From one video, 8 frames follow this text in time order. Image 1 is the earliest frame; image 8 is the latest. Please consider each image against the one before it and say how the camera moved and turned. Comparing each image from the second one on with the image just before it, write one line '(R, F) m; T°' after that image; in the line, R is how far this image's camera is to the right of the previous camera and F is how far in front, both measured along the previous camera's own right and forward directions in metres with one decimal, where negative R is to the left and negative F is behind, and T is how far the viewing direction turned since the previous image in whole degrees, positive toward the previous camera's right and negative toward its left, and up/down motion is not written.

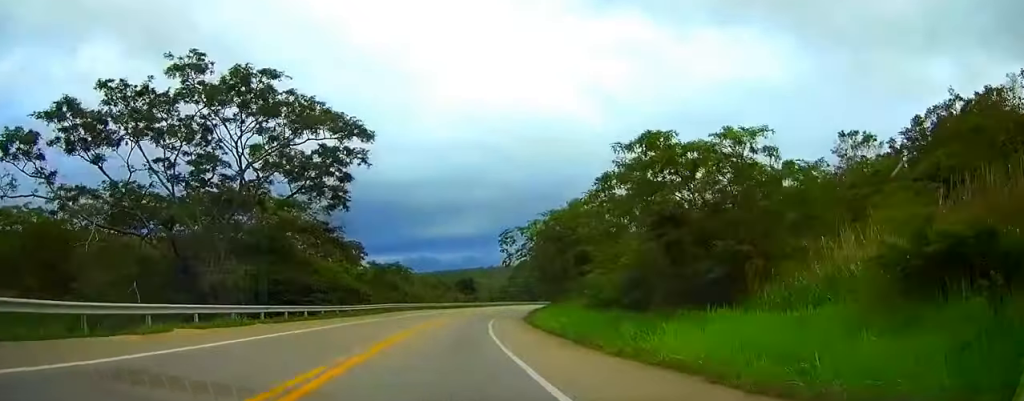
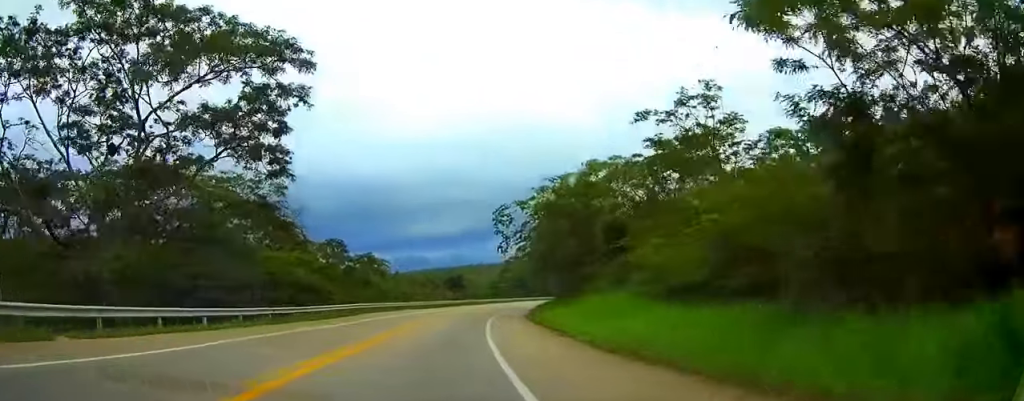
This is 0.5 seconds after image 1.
(+0.1, +14.4) m; +1°
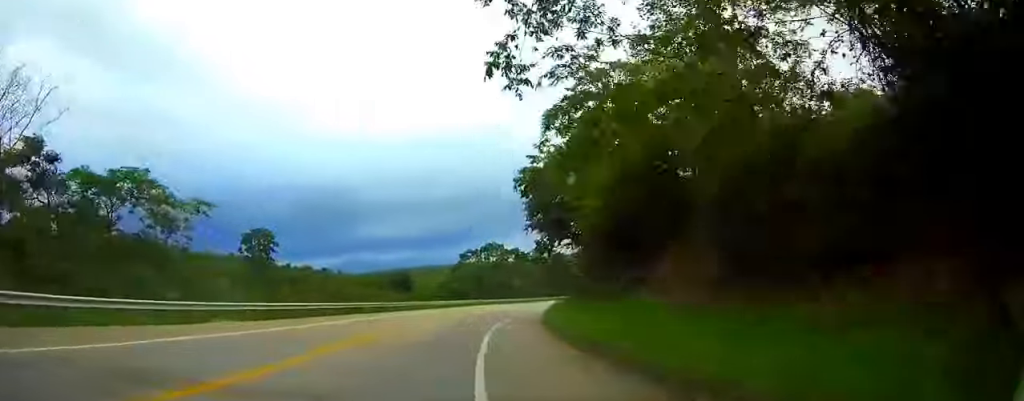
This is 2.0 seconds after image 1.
(+1.7, +43.6) m; +5°
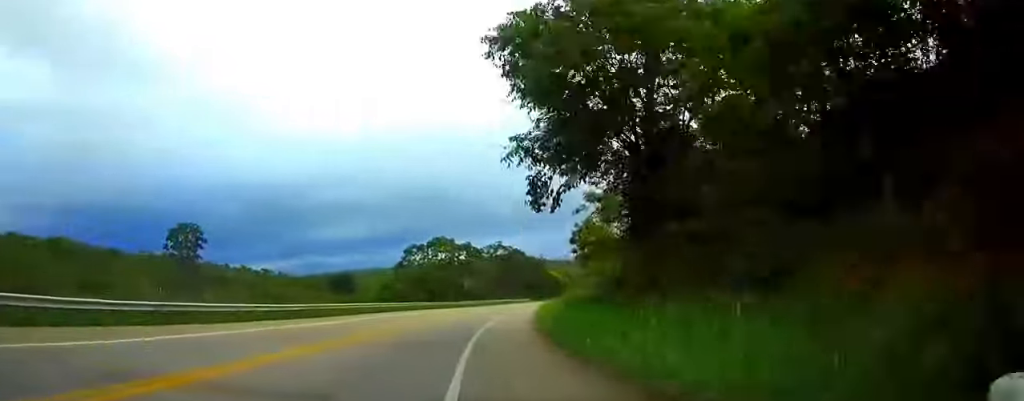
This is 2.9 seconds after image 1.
(+0.8, +24.7) m; +3°
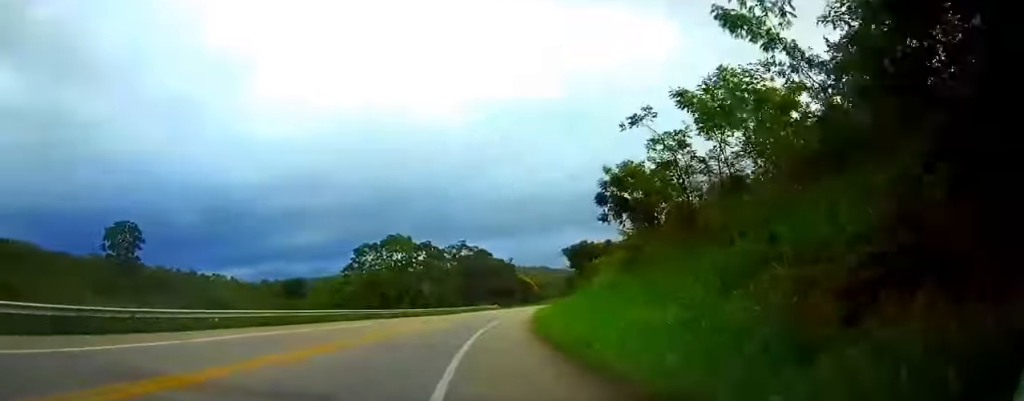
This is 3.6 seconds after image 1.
(+0.5, +21.0) m; +3°
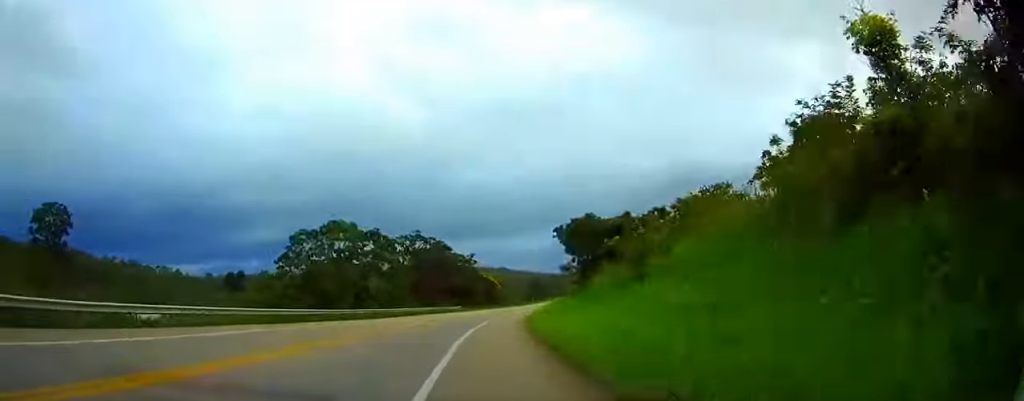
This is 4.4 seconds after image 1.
(+0.5, +22.2) m; +3°
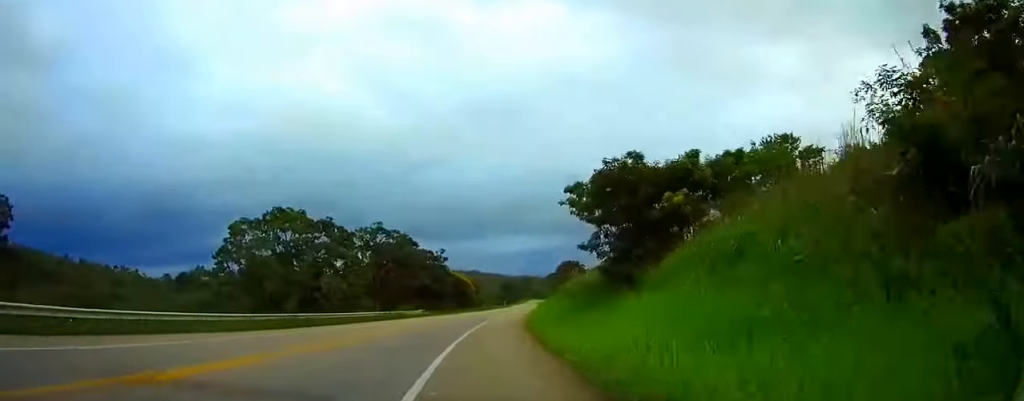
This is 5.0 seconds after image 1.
(+0.6, +18.5) m; +2°
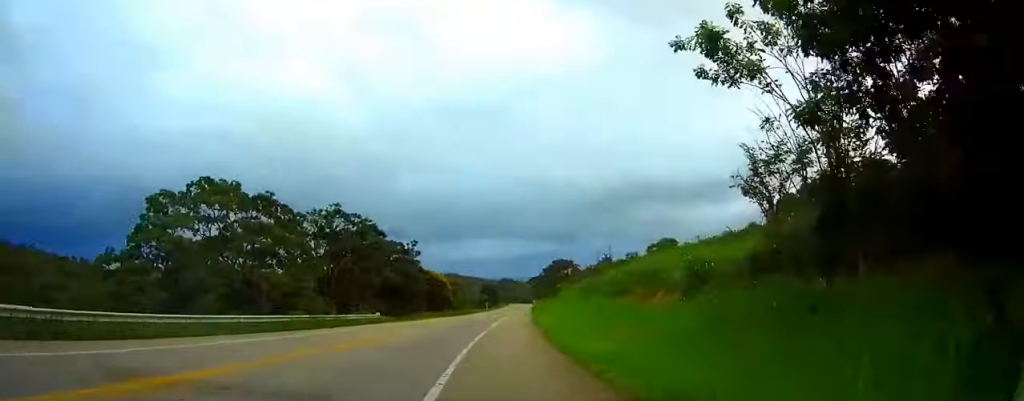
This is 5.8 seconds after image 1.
(+0.5, +22.7) m; +2°
